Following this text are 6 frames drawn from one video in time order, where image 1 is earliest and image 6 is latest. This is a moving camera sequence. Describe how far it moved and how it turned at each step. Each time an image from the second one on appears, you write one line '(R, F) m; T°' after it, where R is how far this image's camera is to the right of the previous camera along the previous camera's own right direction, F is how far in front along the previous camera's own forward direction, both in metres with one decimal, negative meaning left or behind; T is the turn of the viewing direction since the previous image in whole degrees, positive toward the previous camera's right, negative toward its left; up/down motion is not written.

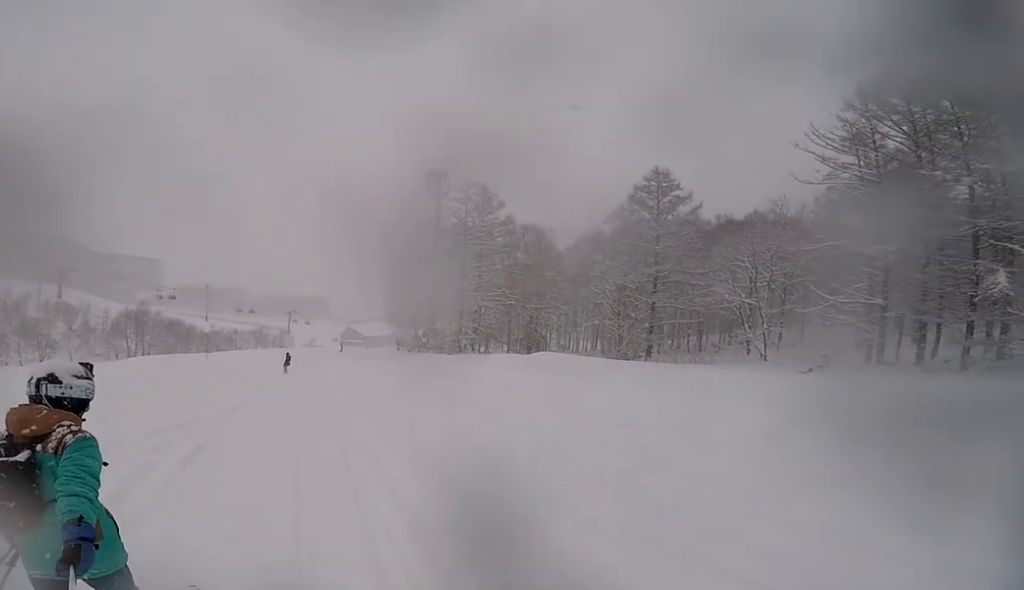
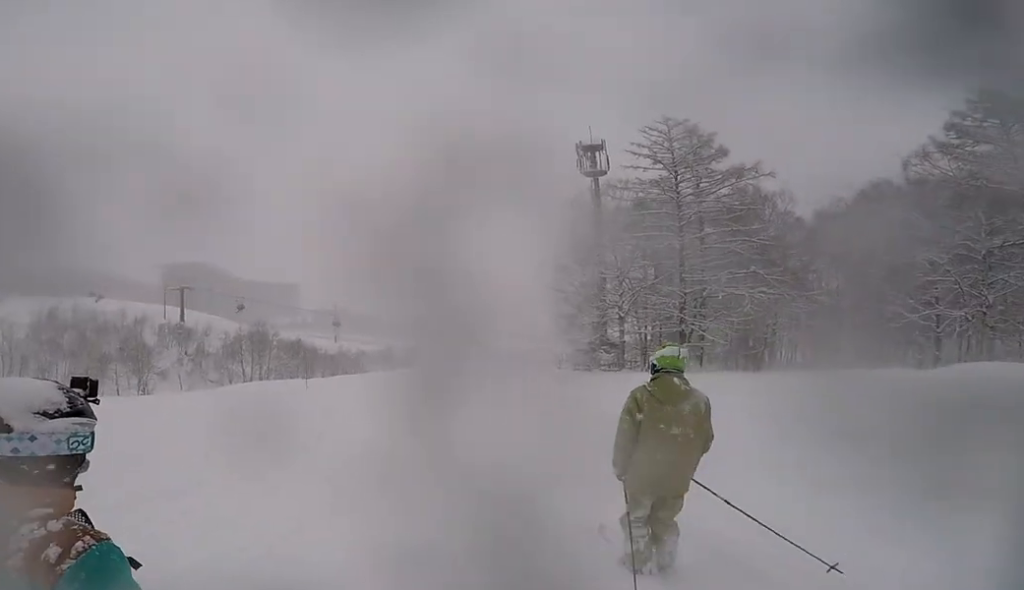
(0.0, +16.6) m; -1°
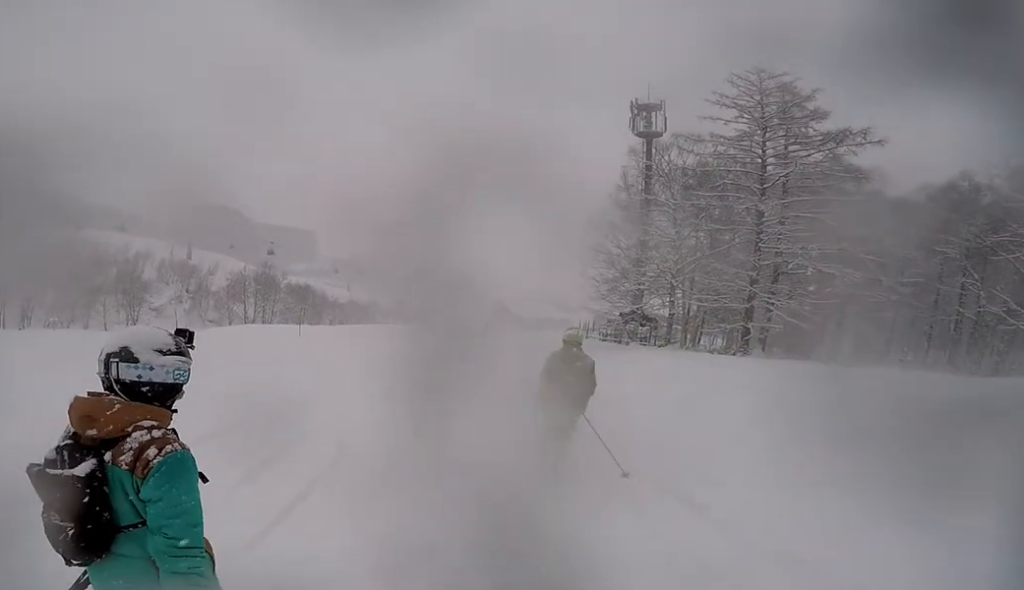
(-0.5, +5.6) m; 0°
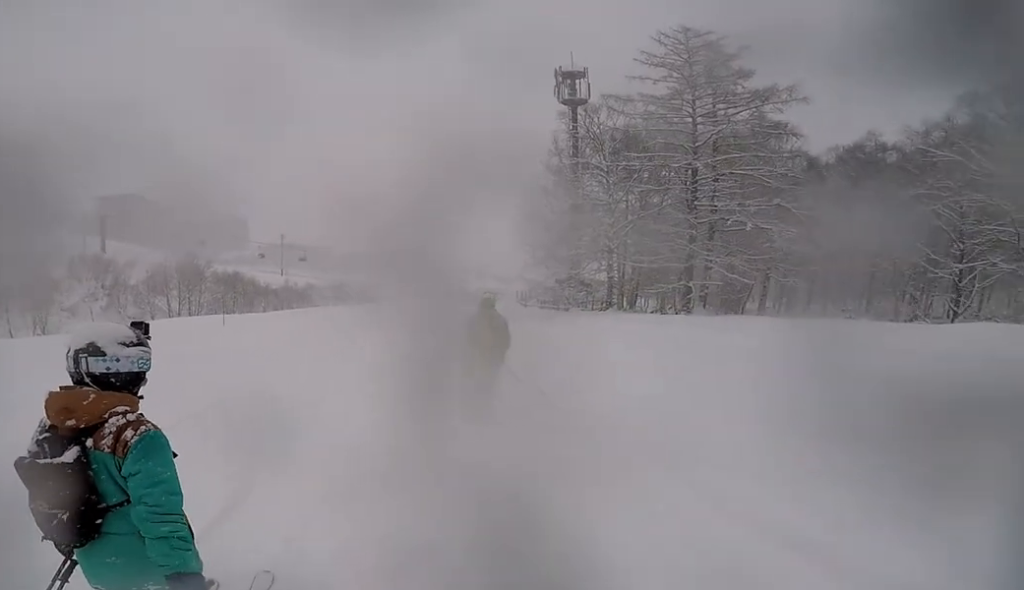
(+0.5, +2.1) m; 0°
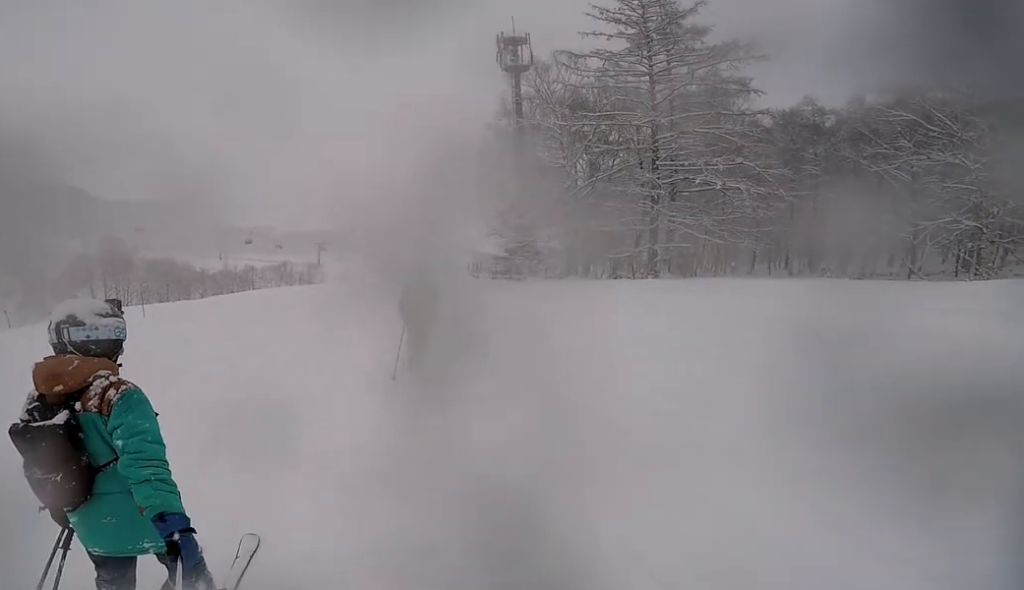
(-0.2, +2.9) m; 0°
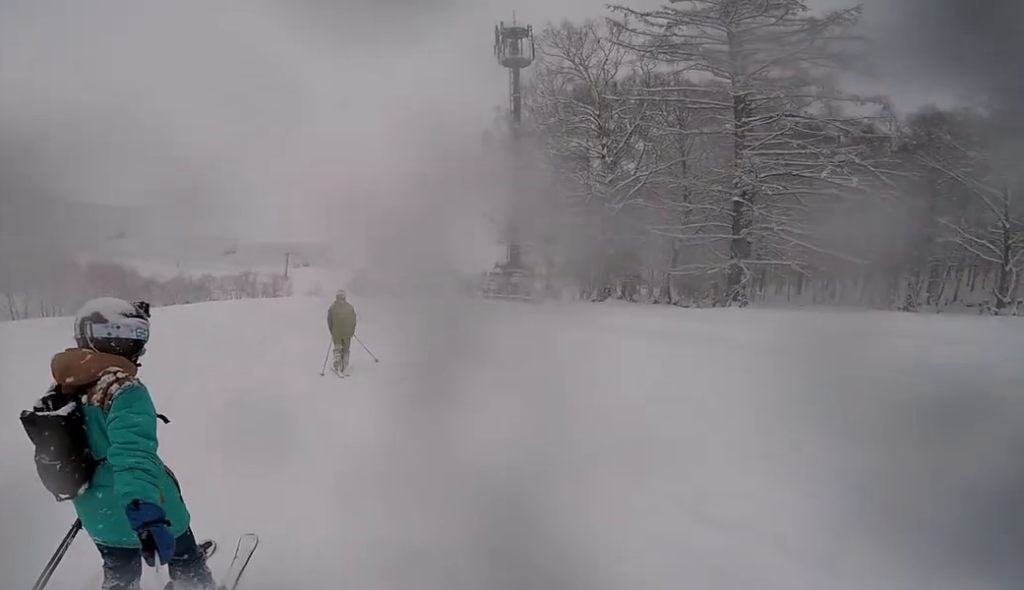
(+0.3, +8.4) m; 0°
